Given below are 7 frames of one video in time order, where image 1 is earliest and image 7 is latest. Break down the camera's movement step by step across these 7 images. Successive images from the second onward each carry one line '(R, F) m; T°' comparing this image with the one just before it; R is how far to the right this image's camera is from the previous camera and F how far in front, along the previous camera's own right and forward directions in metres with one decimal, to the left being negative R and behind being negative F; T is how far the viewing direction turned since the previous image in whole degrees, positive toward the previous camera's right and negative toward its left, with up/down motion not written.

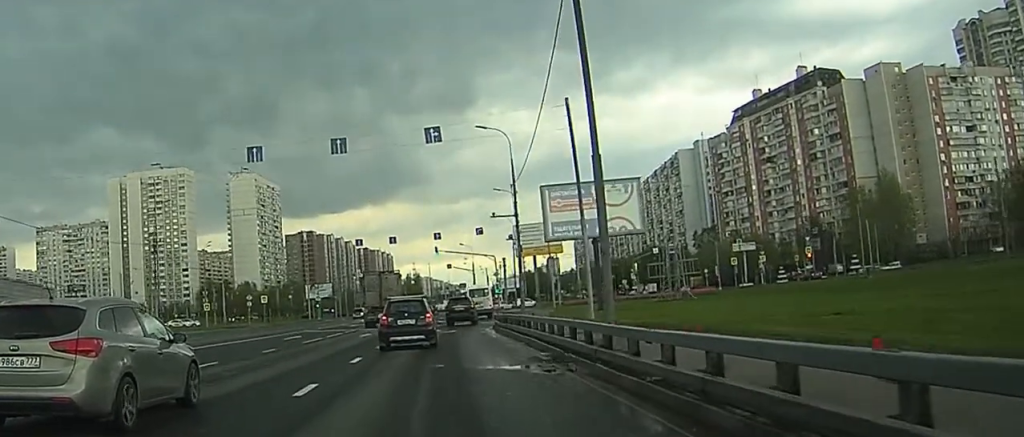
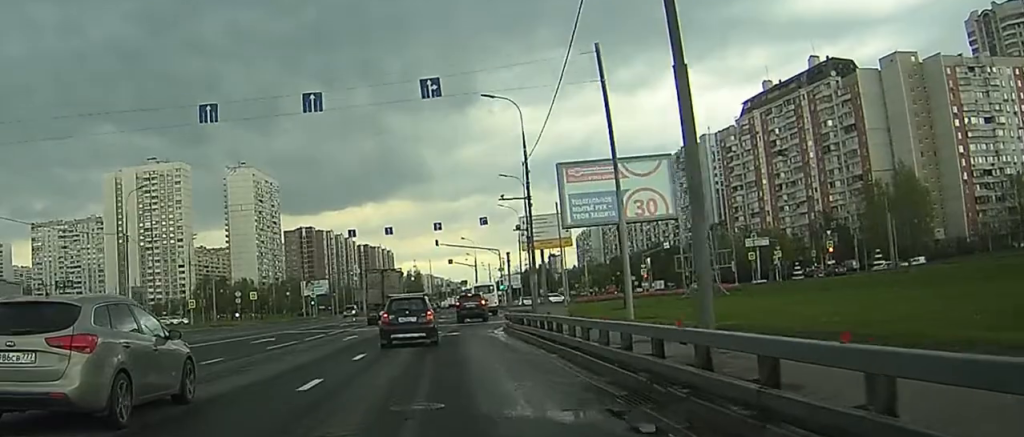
(+0.3, +8.1) m; +1°
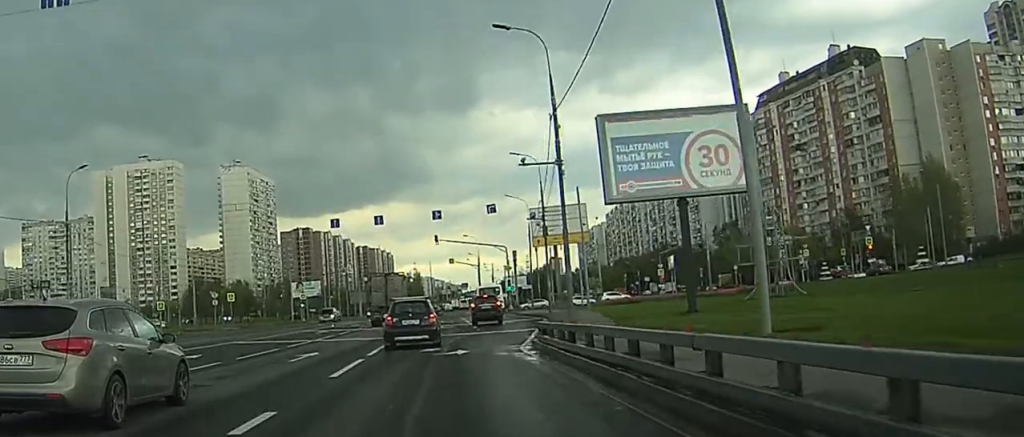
(+0.3, +13.4) m; +1°
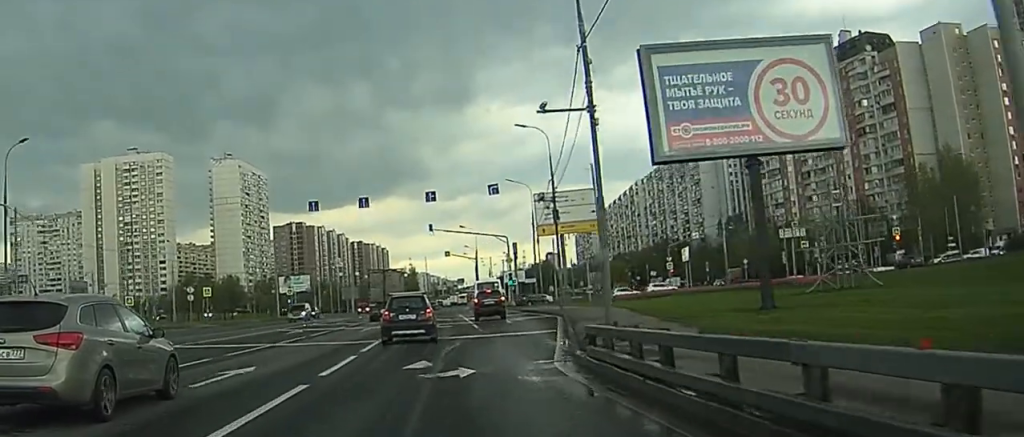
(-0.1, +9.6) m; 0°
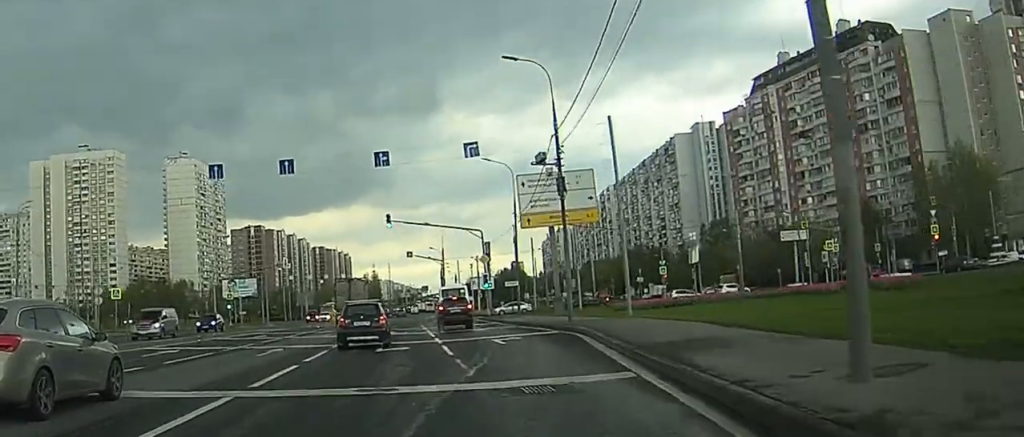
(+0.1, +19.1) m; +1°
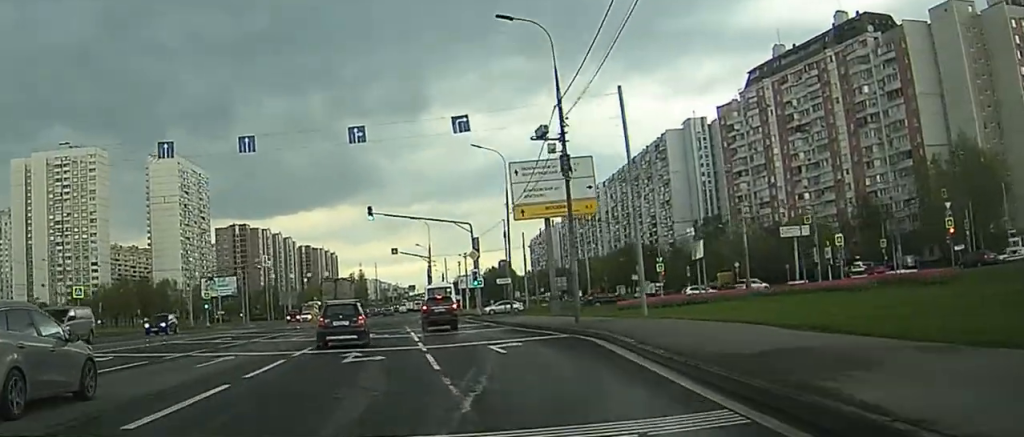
(0.0, +6.2) m; 0°
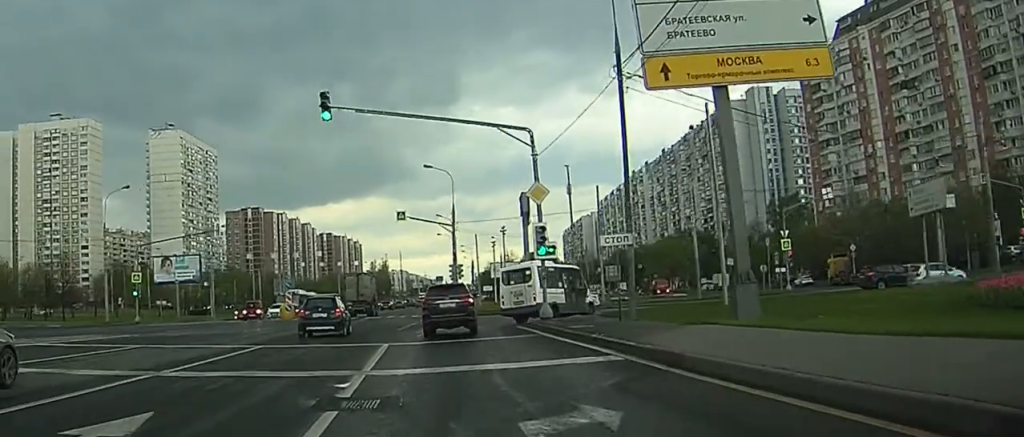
(+0.4, +35.6) m; +1°
